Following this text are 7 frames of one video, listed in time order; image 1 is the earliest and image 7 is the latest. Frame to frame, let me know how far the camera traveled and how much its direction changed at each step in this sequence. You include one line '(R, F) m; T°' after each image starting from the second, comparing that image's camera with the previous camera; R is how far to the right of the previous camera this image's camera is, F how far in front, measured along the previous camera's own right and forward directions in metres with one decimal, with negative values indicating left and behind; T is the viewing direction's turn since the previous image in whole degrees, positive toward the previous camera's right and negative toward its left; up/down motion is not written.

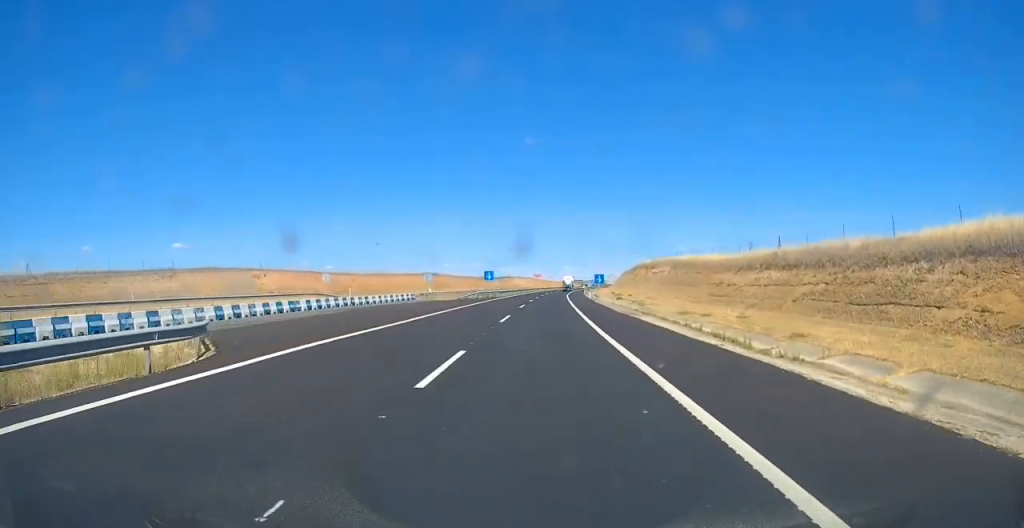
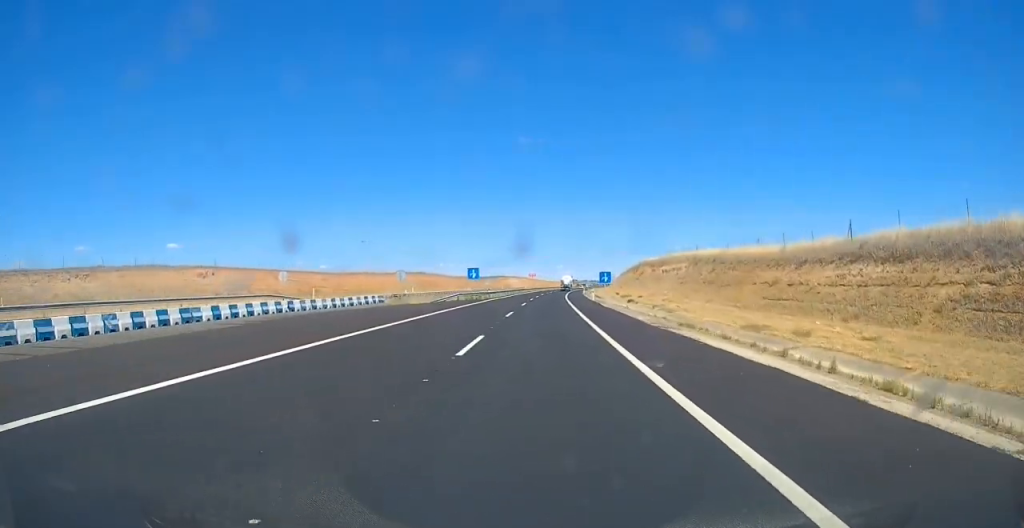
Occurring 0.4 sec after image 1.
(-0.2, +12.8) m; 0°
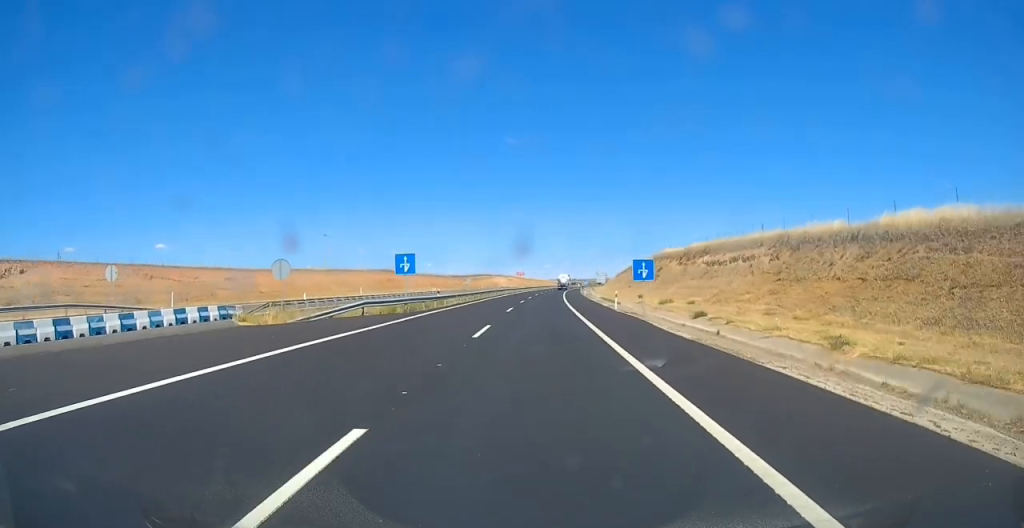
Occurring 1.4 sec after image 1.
(+0.5, +29.3) m; +1°
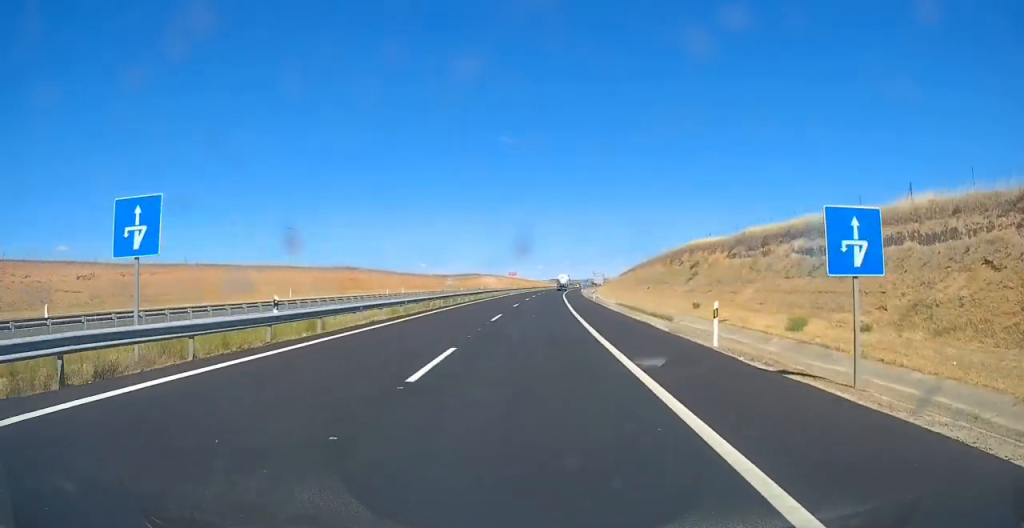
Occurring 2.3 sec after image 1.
(-0.1, +25.2) m; +1°
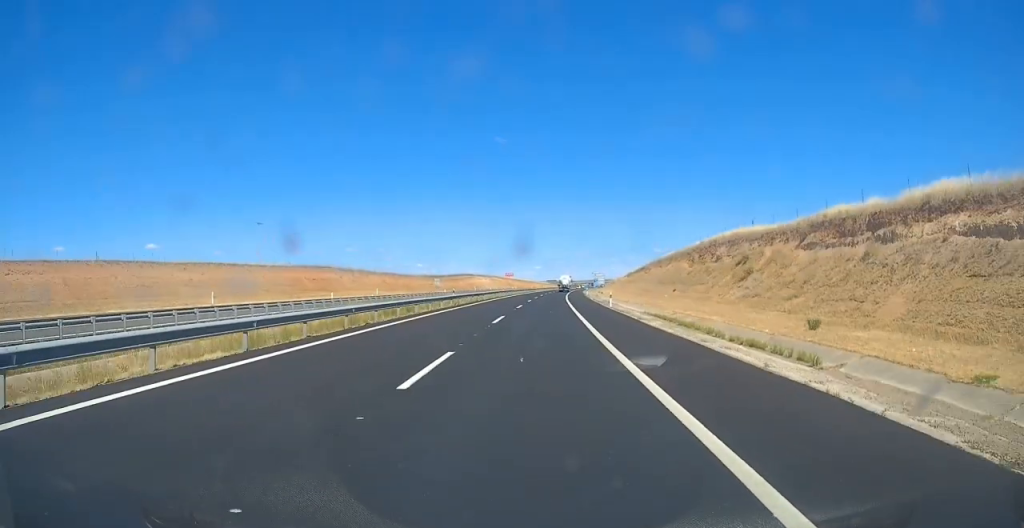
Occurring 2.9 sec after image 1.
(+0.1, +17.3) m; +1°
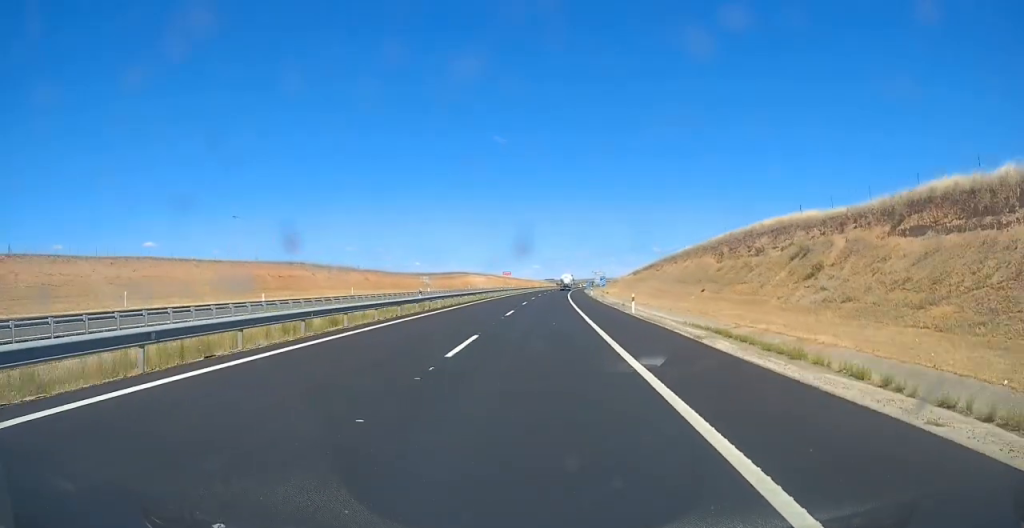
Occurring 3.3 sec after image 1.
(+0.2, +12.4) m; 0°
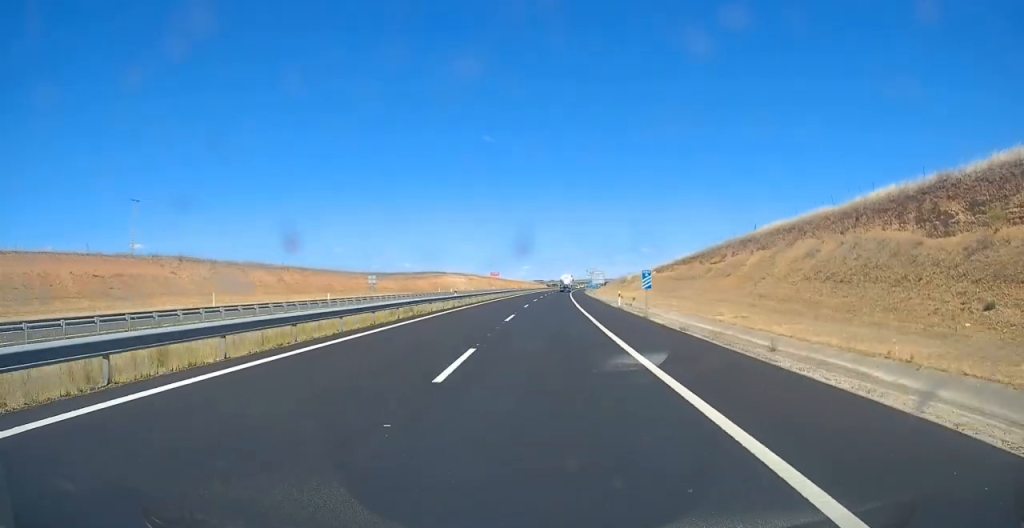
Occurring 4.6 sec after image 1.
(-0.1, +37.3) m; 0°
